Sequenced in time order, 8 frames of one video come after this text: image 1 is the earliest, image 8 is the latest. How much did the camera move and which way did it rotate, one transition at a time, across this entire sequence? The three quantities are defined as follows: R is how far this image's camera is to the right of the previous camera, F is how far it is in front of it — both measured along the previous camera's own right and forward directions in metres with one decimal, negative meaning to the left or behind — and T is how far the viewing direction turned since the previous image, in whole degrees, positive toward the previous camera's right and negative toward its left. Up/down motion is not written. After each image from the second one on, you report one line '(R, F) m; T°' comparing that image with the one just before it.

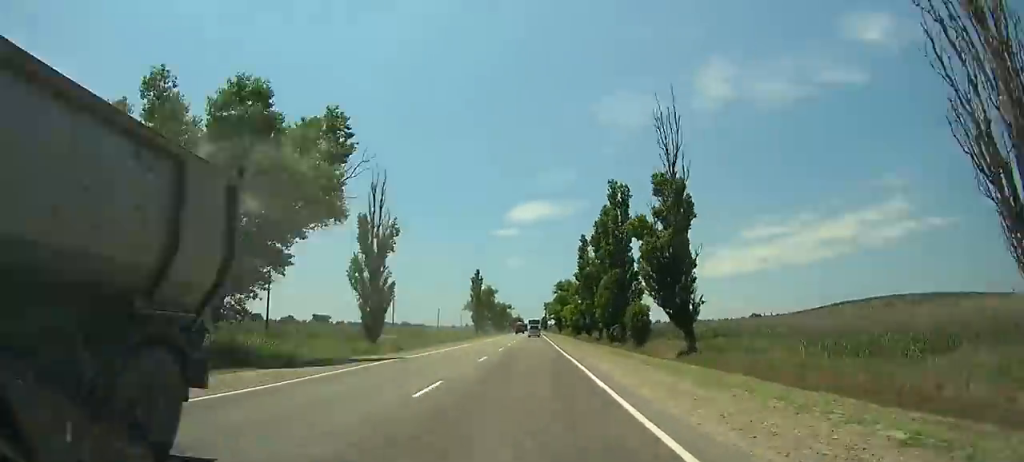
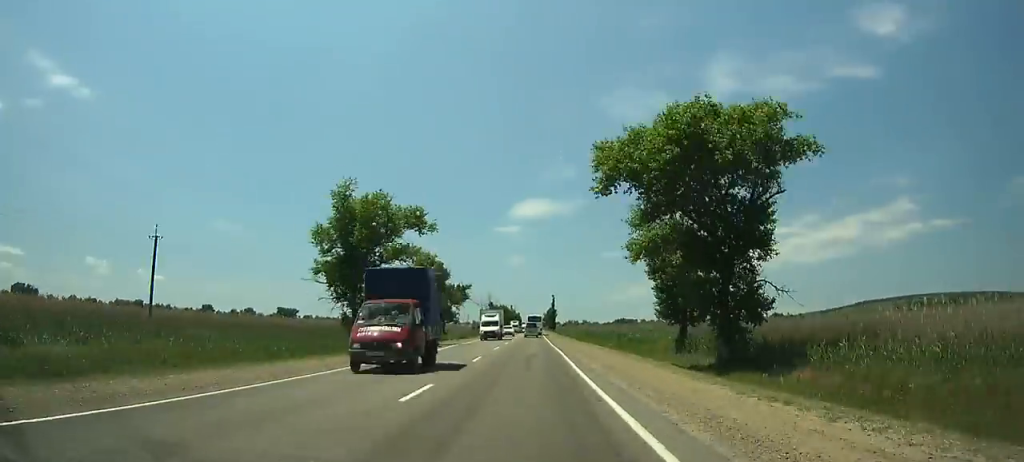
(-1.2, +192.7) m; 0°
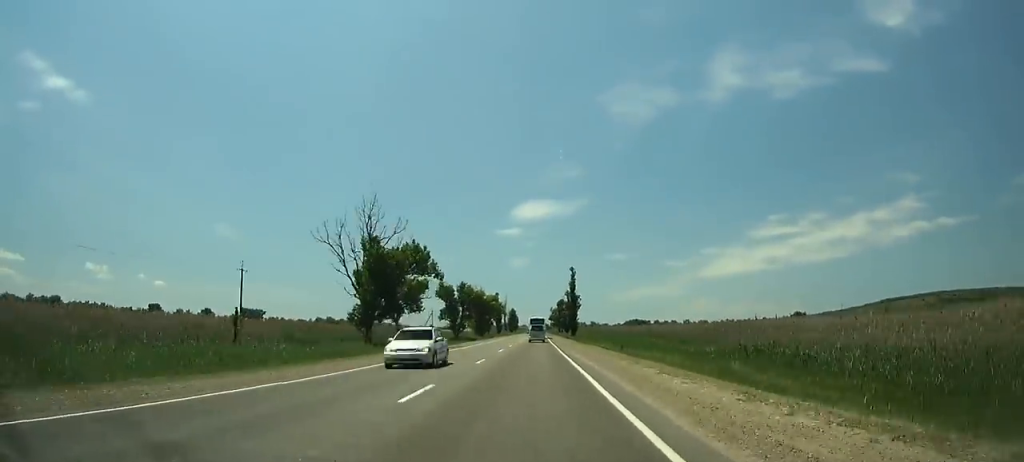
(+1.3, +156.8) m; 0°
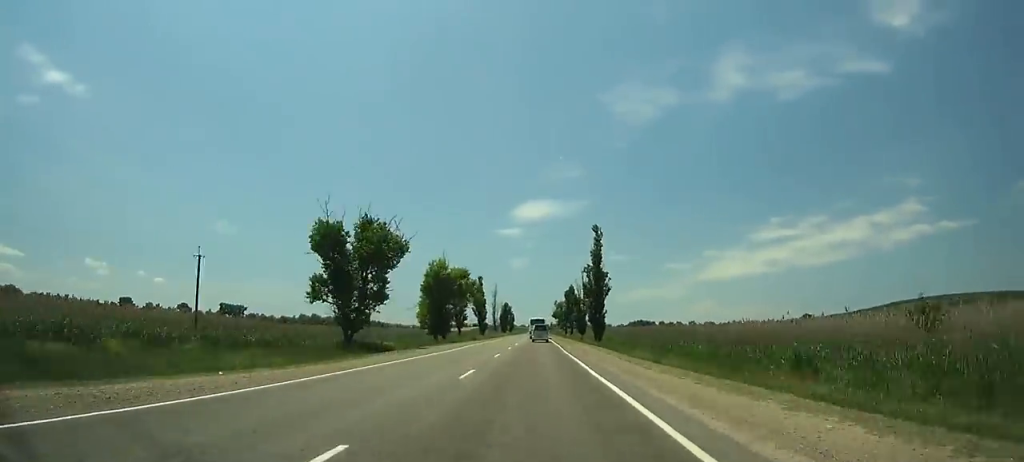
(-0.4, +67.2) m; 0°
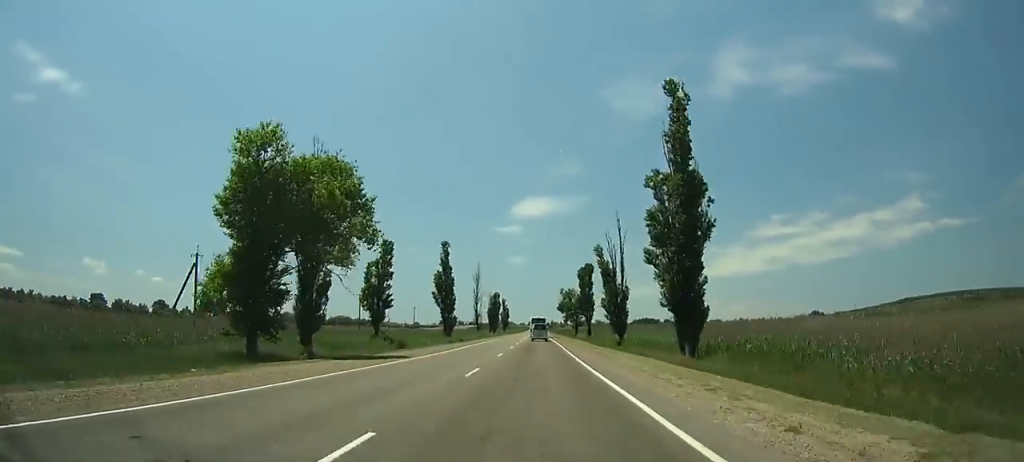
(+0.1, +59.1) m; 0°
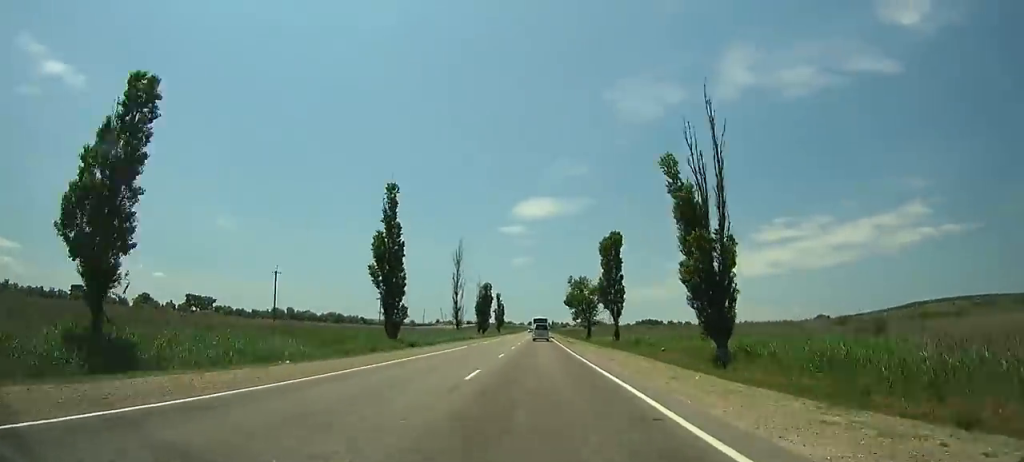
(+0.1, +37.6) m; 0°
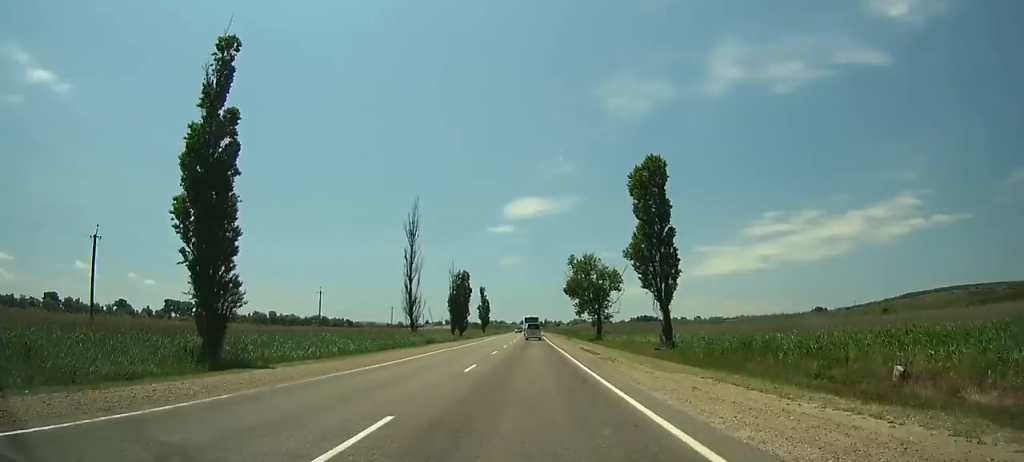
(+0.1, +32.6) m; 0°
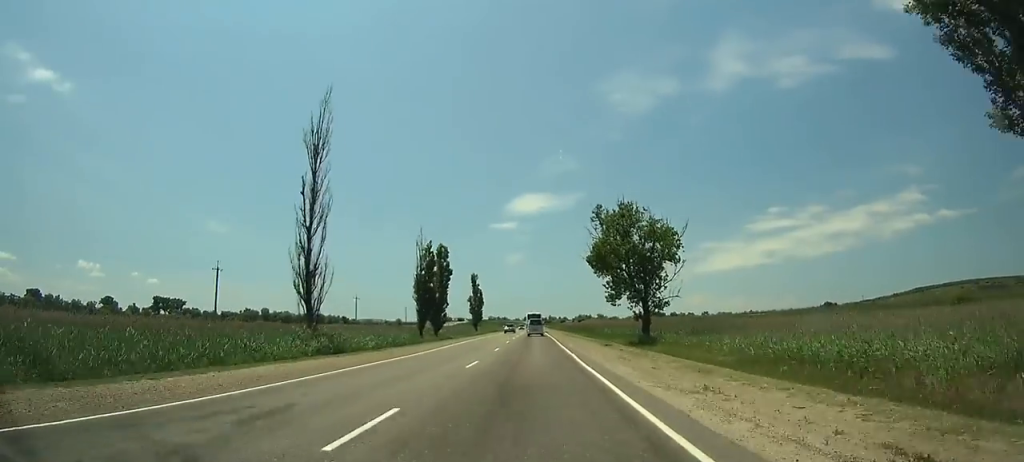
(0.0, +34.8) m; 0°
